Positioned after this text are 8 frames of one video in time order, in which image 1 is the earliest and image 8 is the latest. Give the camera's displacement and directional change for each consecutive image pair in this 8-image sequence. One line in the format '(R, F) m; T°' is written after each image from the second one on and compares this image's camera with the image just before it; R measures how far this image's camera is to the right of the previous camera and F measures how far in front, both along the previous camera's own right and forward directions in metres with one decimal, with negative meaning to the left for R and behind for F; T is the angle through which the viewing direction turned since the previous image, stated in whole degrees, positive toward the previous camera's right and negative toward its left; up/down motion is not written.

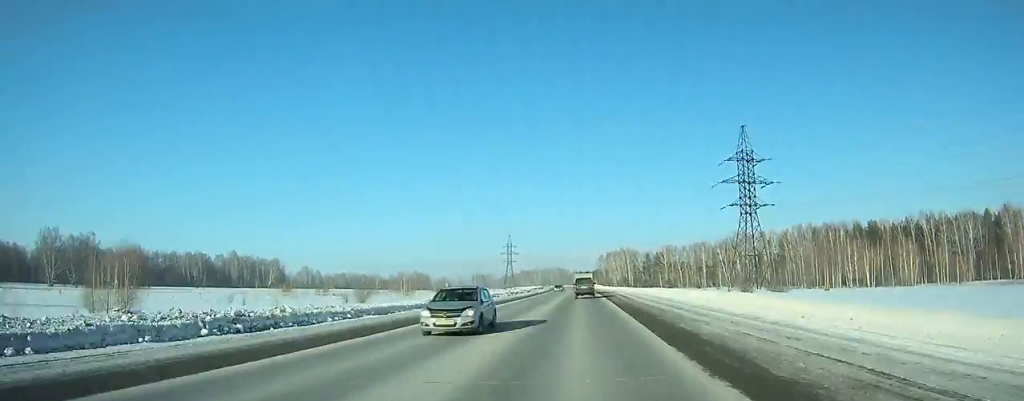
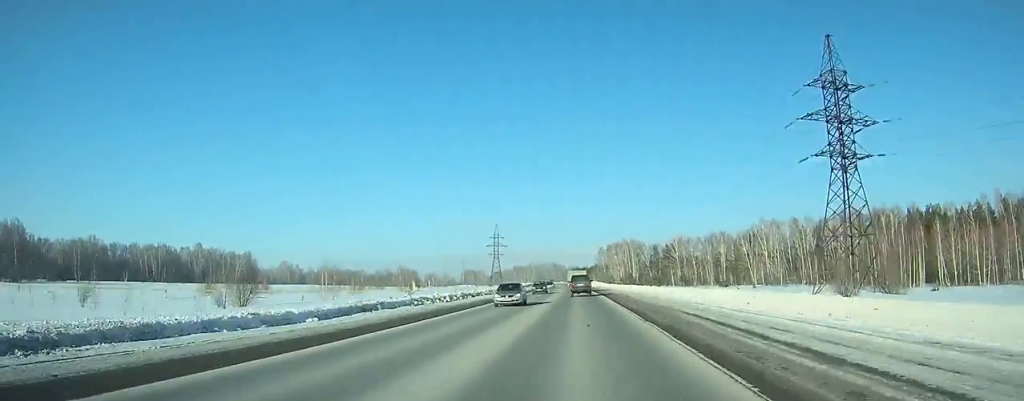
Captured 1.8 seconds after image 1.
(+0.1, +40.5) m; 0°
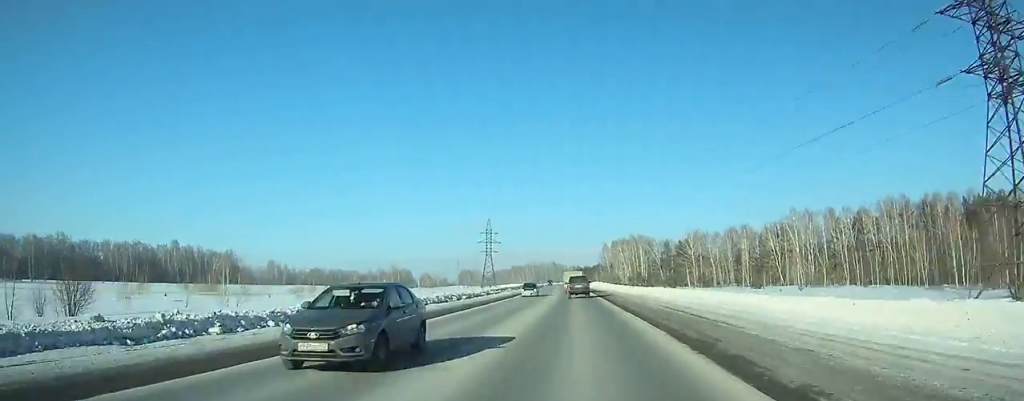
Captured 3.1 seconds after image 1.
(0.0, +29.1) m; 0°
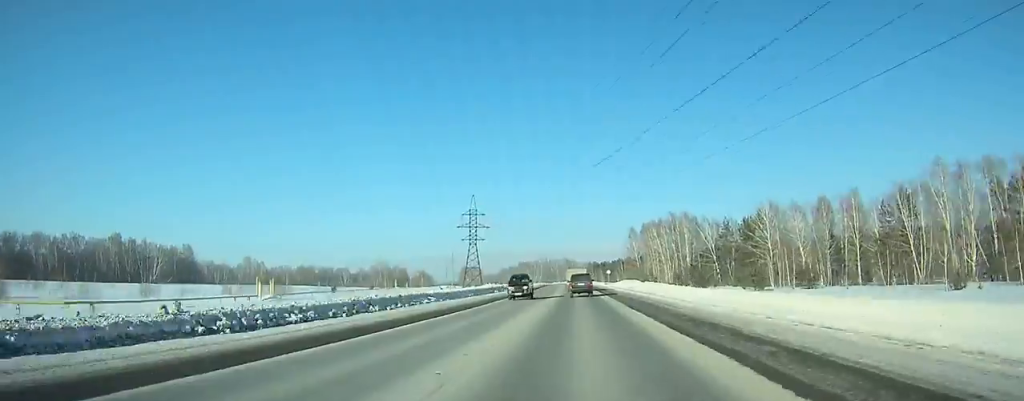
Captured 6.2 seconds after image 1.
(-0.5, +69.0) m; -1°
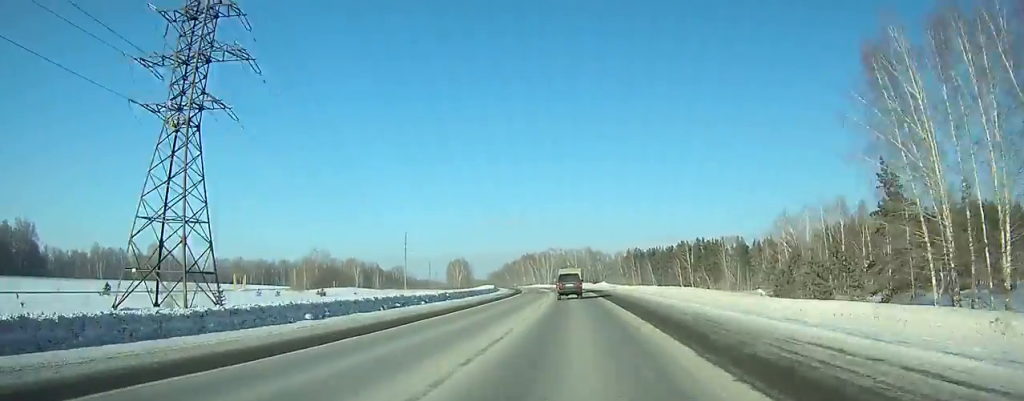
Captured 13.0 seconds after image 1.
(-2.8, +149.3) m; -3°
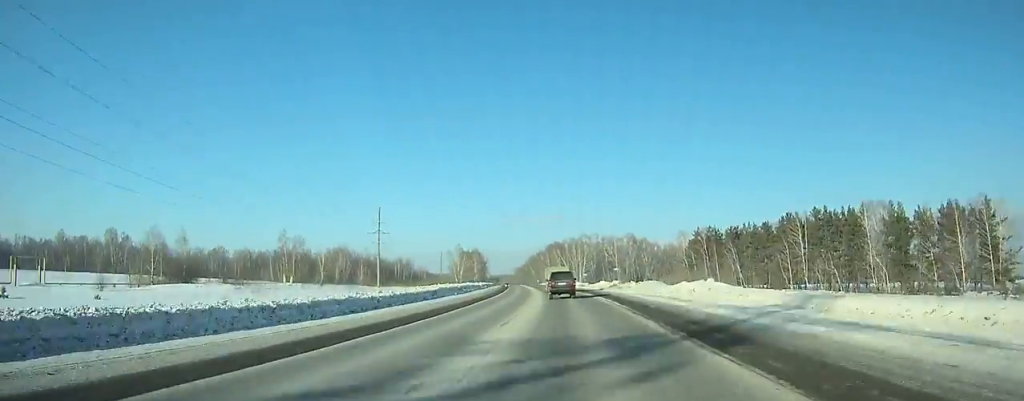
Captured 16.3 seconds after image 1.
(-1.5, +71.6) m; -4°
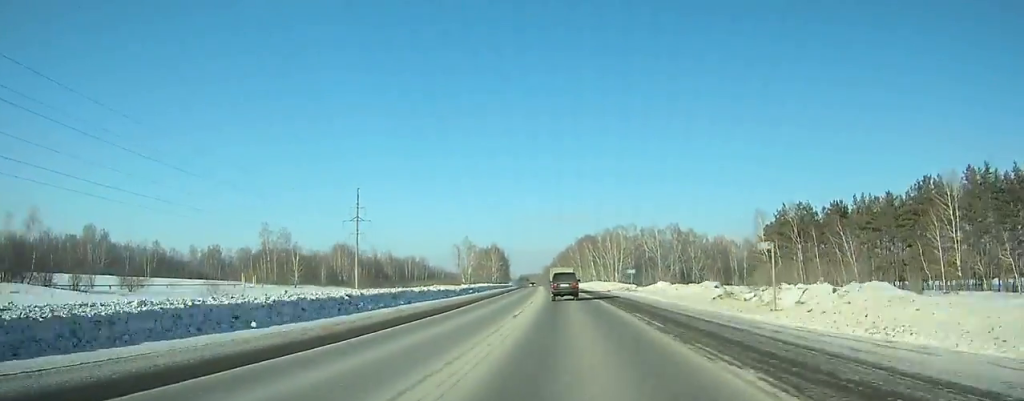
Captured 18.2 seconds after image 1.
(-1.5, +40.9) m; -3°
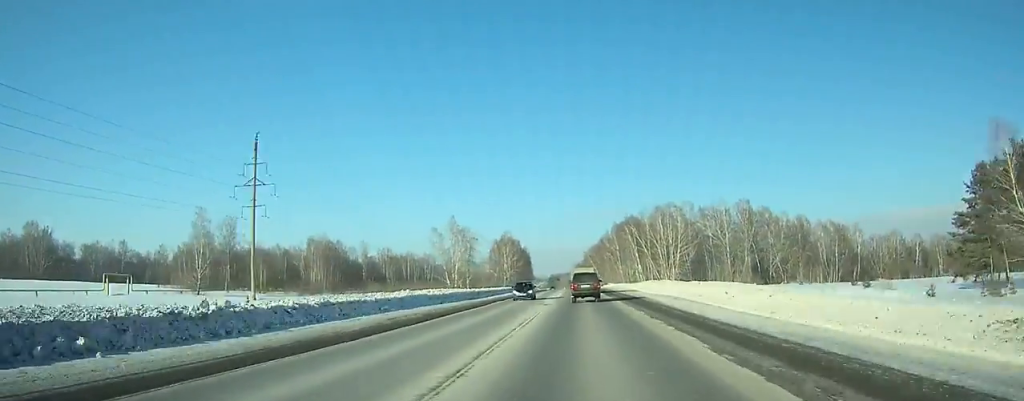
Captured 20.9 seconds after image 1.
(-1.8, +57.8) m; -3°
